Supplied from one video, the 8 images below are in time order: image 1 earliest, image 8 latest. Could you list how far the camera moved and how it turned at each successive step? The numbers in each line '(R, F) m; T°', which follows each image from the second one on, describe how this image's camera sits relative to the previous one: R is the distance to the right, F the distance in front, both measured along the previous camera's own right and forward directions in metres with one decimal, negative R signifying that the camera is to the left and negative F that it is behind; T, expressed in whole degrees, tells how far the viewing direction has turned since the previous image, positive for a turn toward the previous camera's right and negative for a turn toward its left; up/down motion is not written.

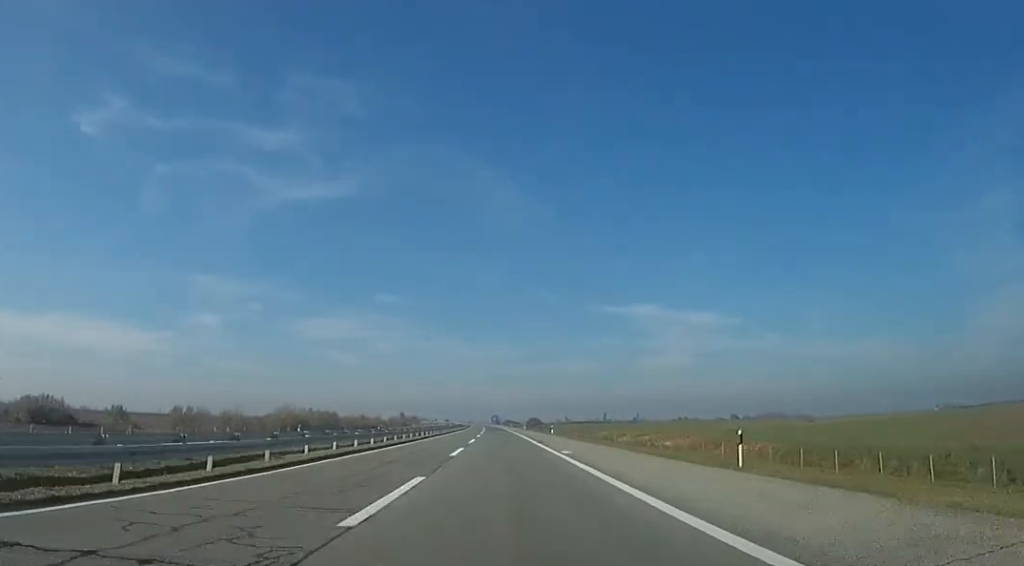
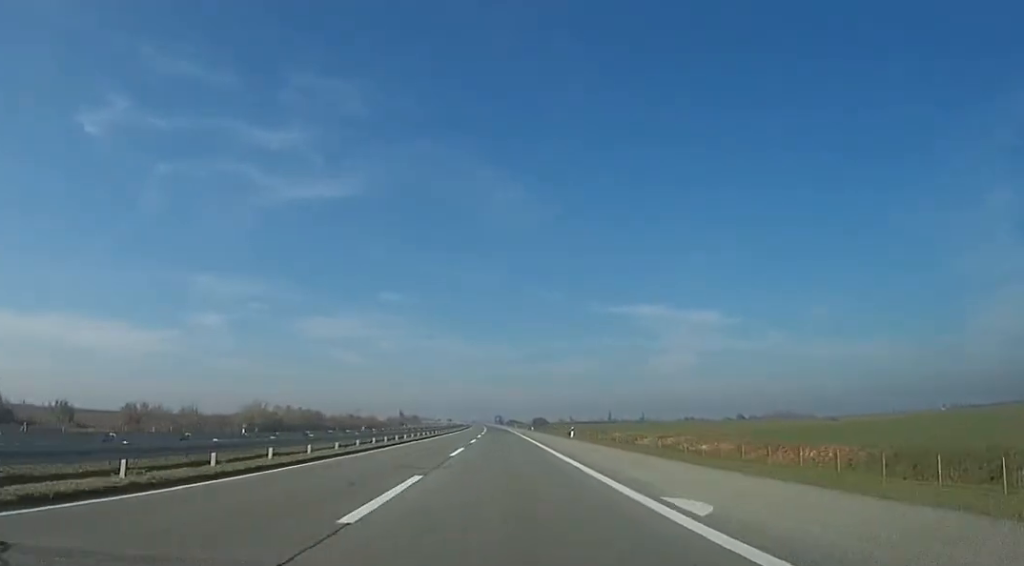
(+0.1, +15.7) m; -1°
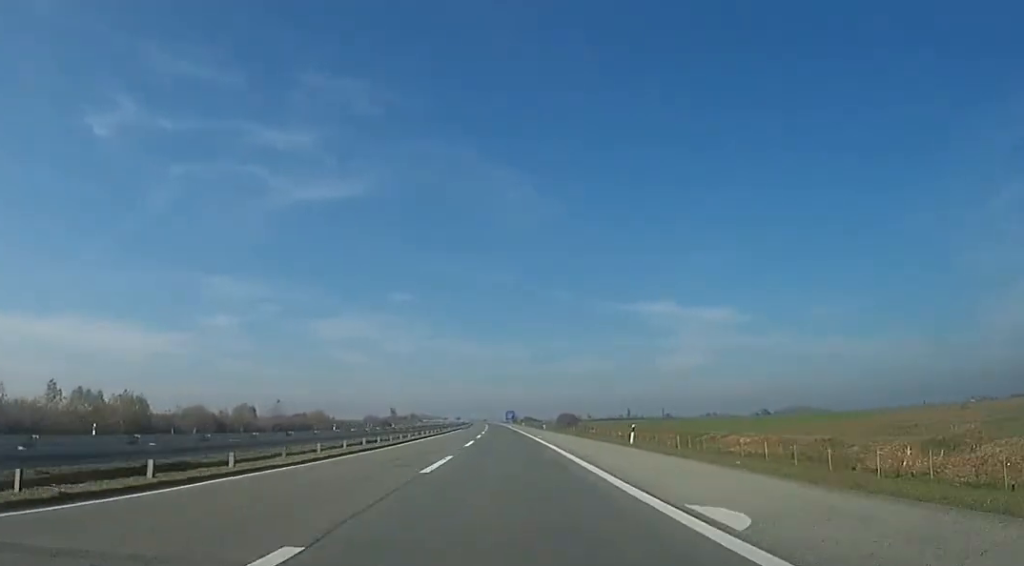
(-2.0, +71.1) m; 0°
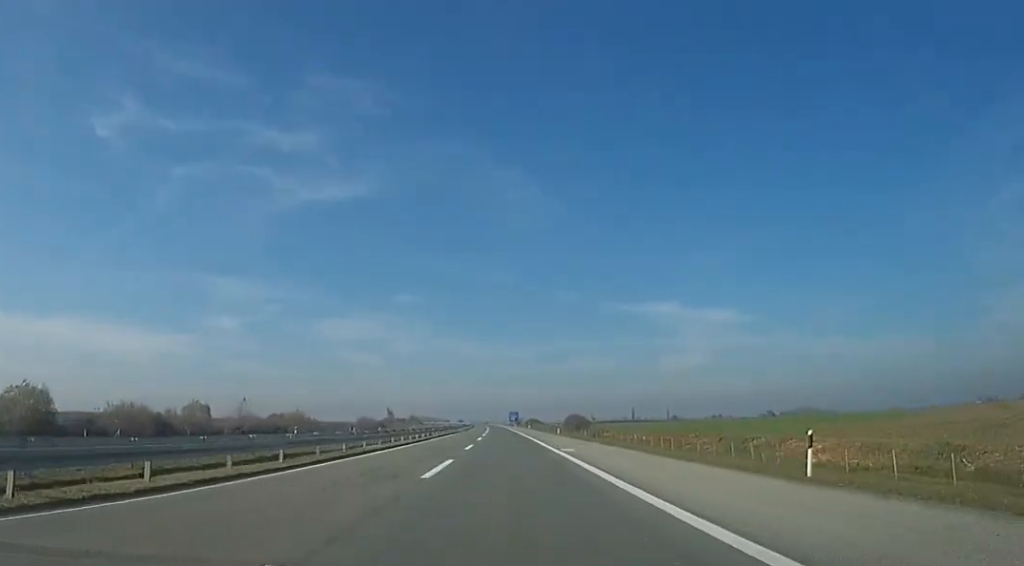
(+0.4, +16.2) m; 0°
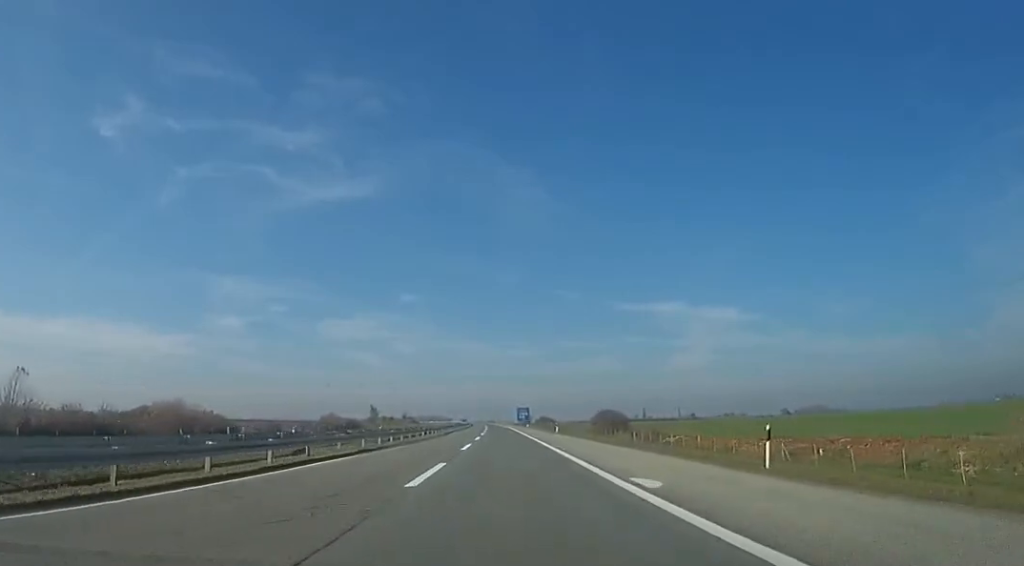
(-0.4, +49.4) m; -1°
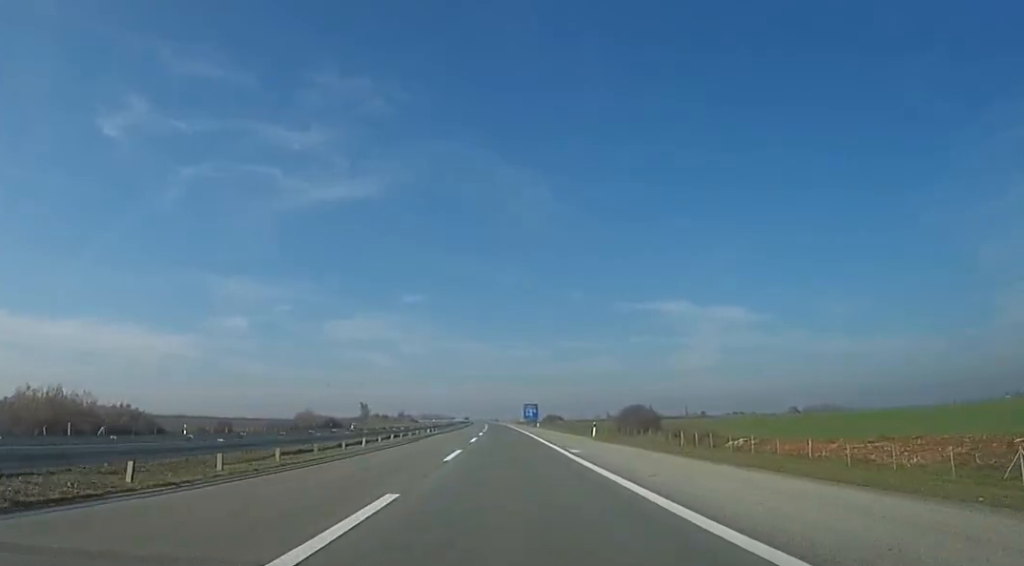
(0.0, +23.9) m; 0°
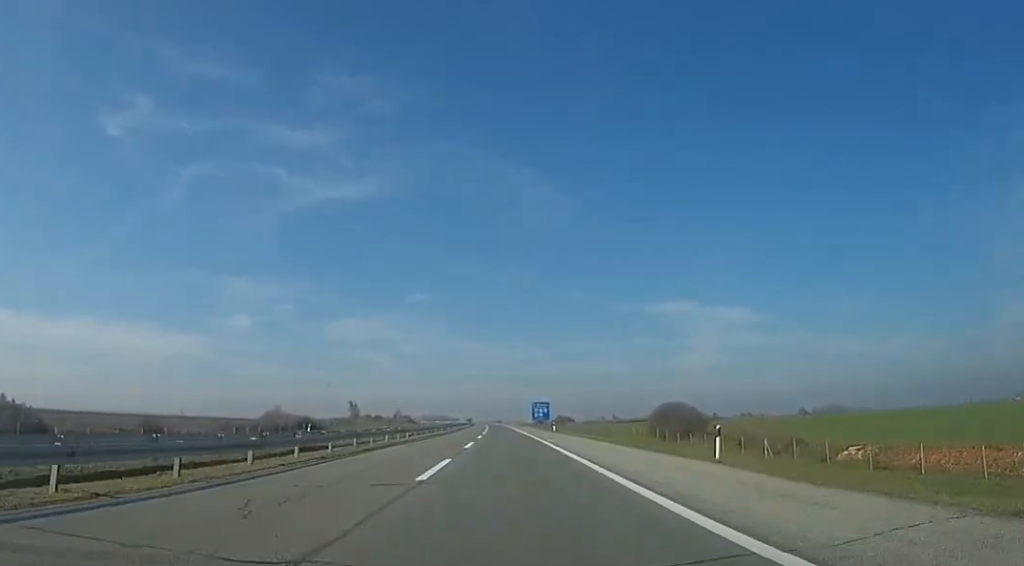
(0.0, +22.3) m; 0°
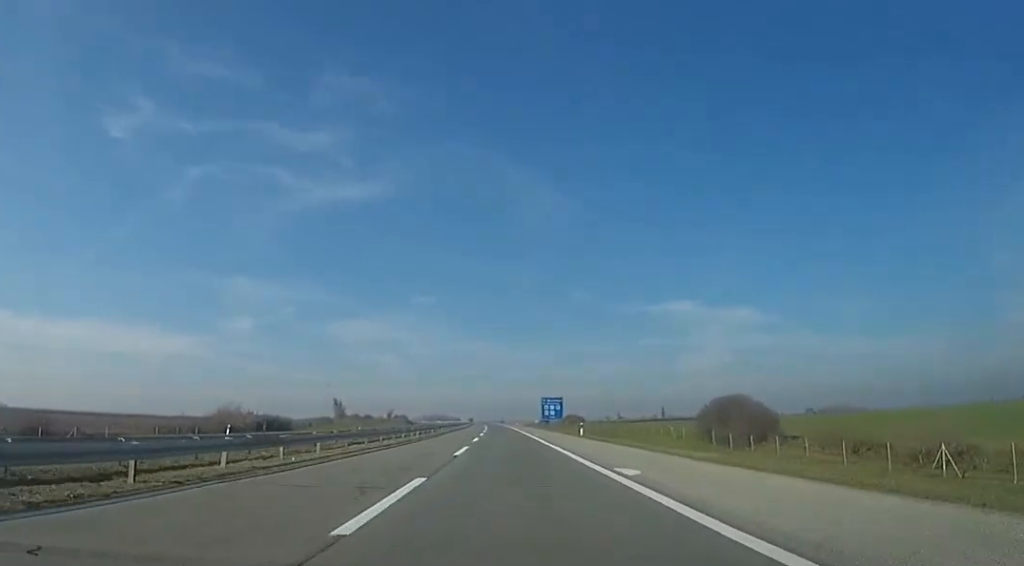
(0.0, +21.8) m; 0°
